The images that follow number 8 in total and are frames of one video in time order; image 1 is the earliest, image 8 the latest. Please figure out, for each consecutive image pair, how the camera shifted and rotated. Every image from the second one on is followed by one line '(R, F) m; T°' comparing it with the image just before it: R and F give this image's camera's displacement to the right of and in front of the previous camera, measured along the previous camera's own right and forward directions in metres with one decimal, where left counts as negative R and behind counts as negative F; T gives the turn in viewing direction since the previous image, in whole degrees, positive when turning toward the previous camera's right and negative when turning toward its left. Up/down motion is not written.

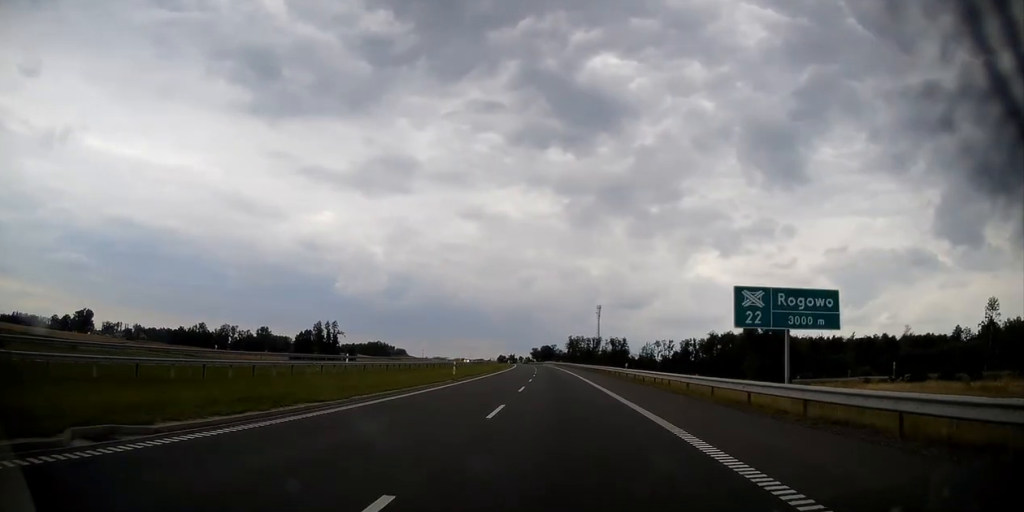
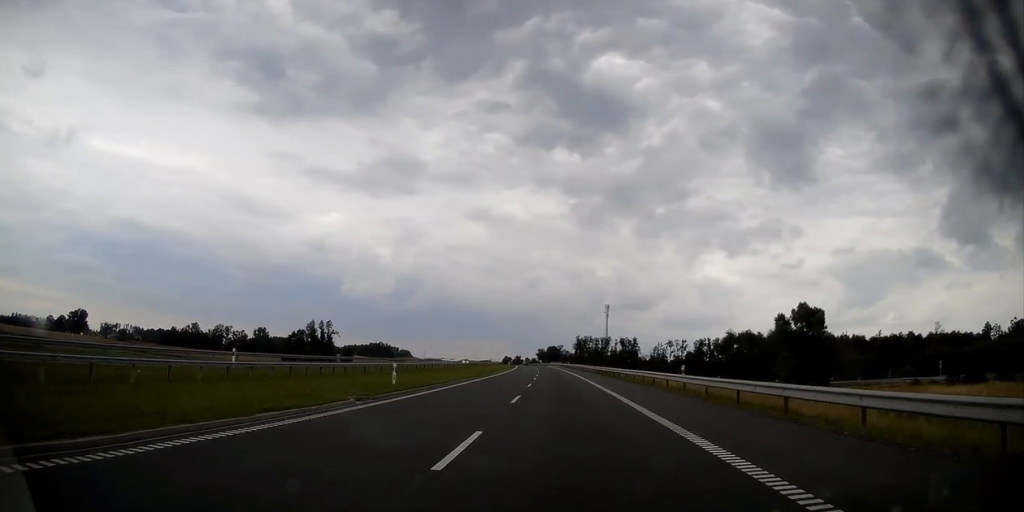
(-0.1, +18.4) m; -1°
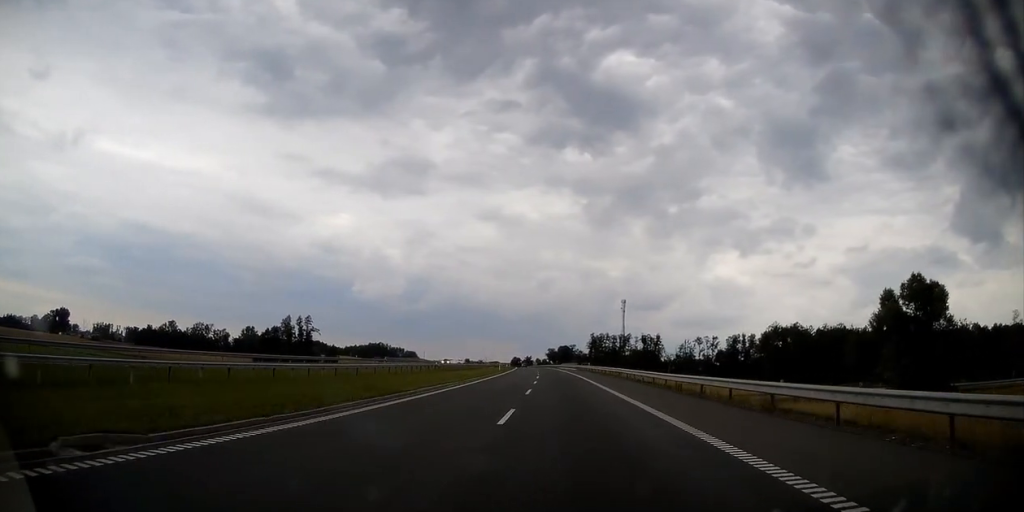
(-0.4, +42.4) m; -1°
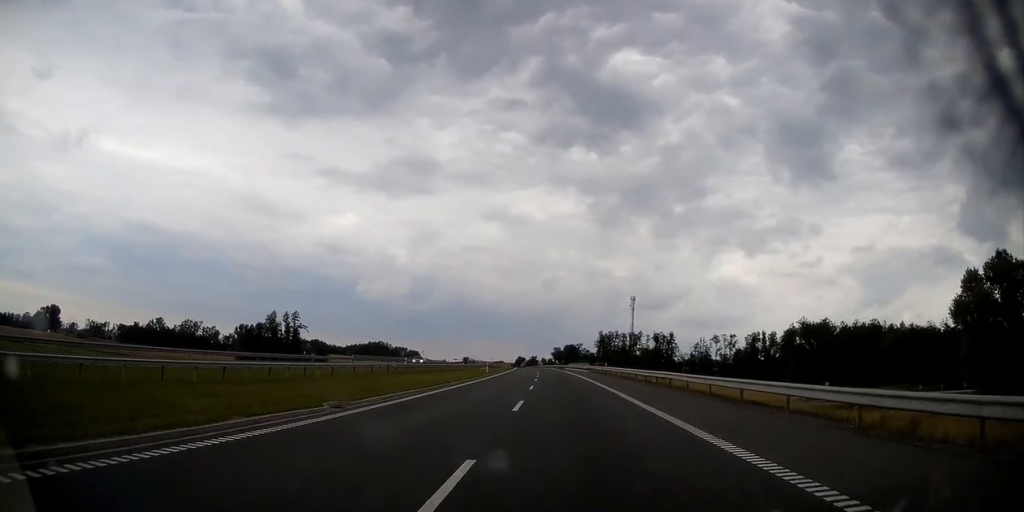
(-0.2, +20.6) m; -1°
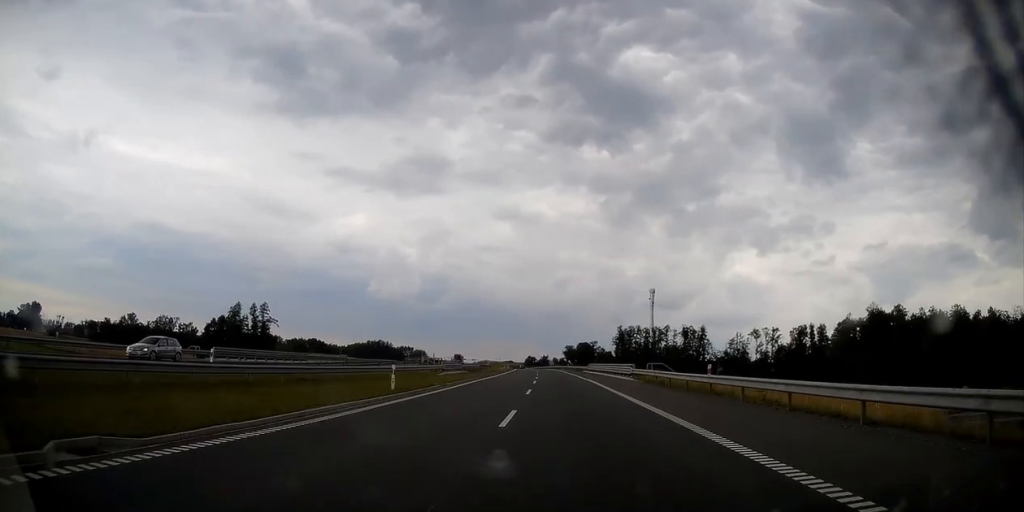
(-0.3, +40.0) m; -1°
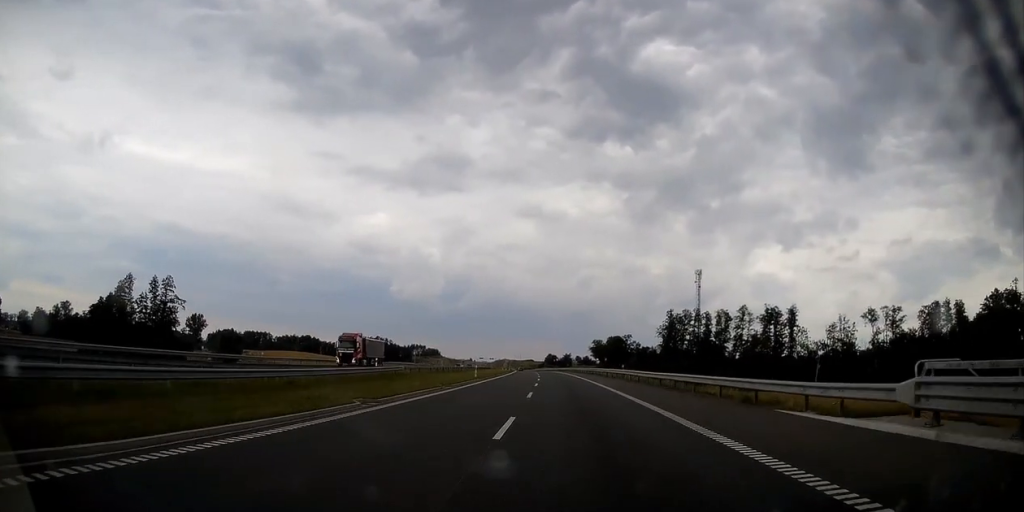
(-1.1, +73.9) m; -2°
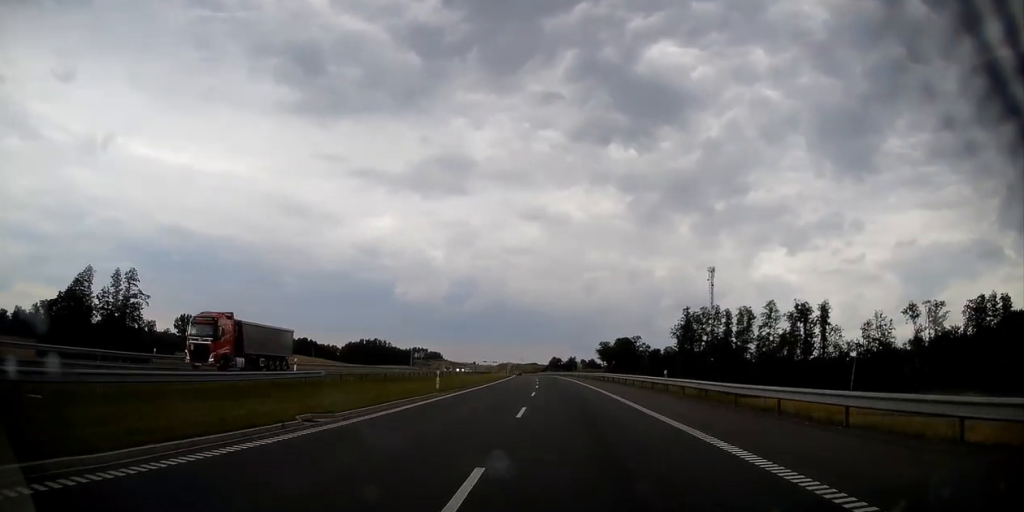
(-0.2, +18.1) m; -1°
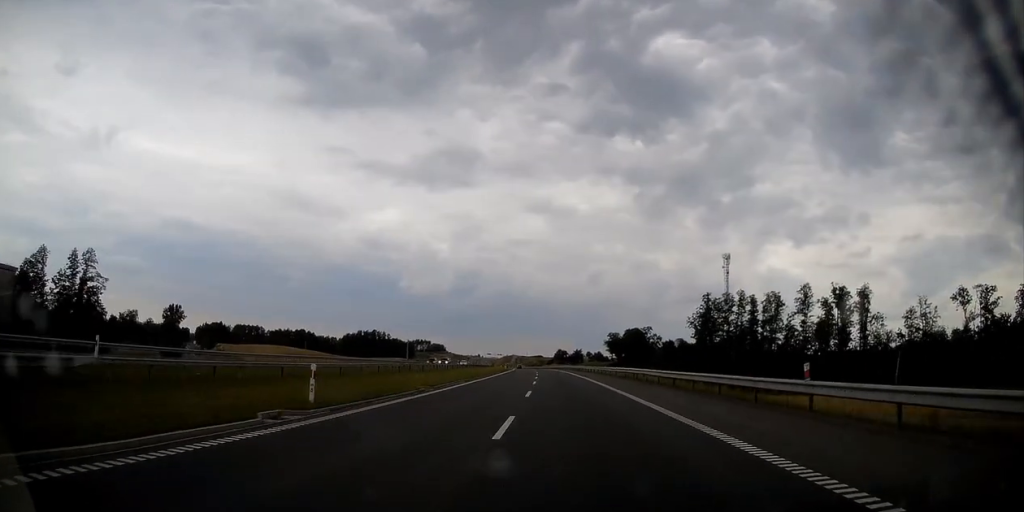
(-0.1, +18.1) m; -1°
